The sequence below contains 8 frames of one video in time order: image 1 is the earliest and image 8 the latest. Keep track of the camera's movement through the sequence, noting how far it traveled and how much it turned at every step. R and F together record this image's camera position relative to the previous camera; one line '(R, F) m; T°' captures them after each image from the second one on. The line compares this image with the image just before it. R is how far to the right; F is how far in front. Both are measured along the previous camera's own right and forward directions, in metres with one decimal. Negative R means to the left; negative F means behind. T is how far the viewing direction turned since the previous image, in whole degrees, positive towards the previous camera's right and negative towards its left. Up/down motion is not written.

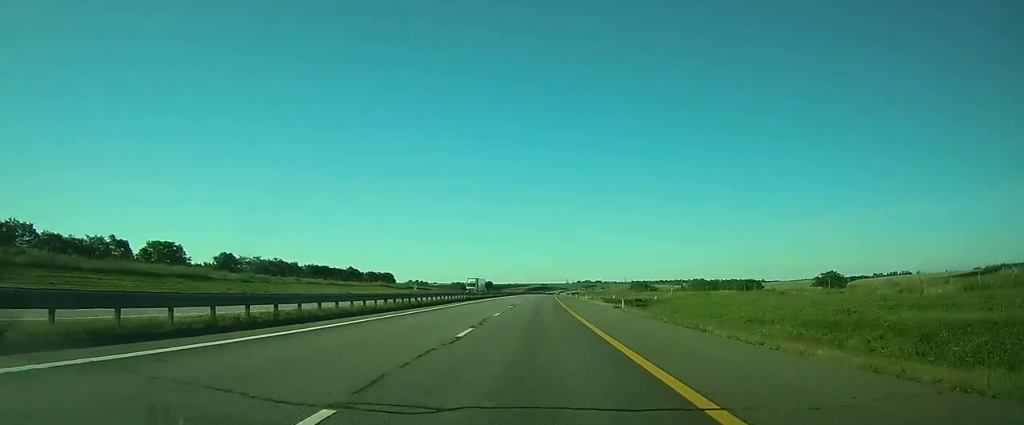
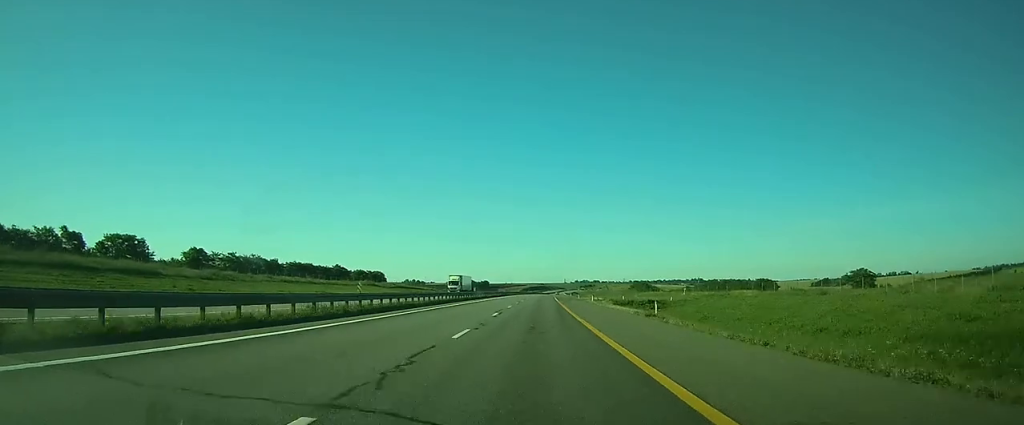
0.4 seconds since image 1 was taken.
(+0.1, +12.4) m; 0°
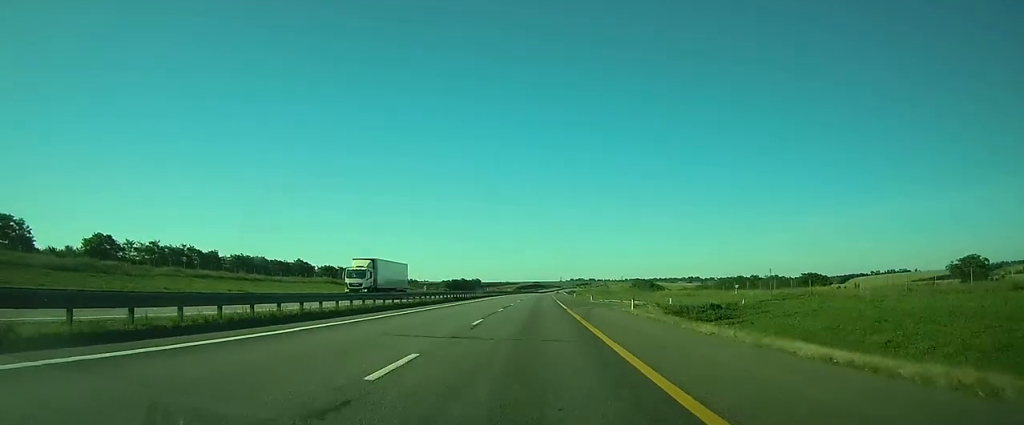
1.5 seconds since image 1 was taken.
(+0.2, +30.4) m; 0°
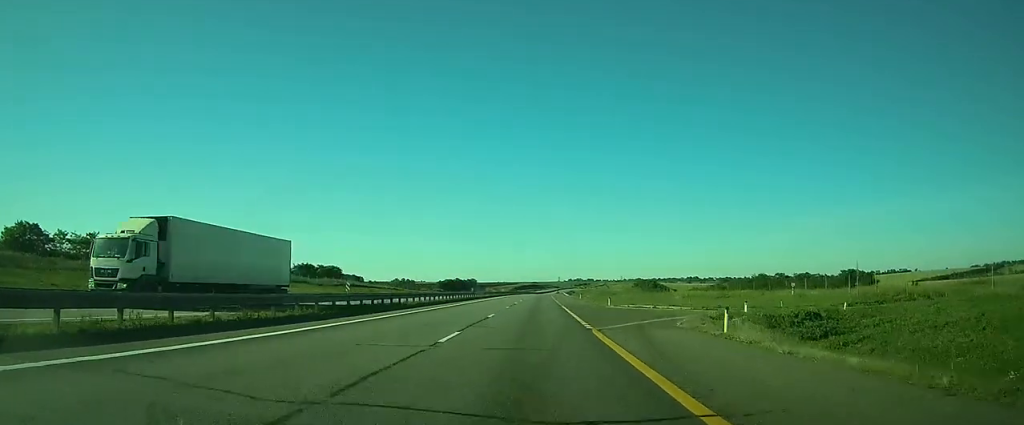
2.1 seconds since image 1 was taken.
(0.0, +18.0) m; 0°
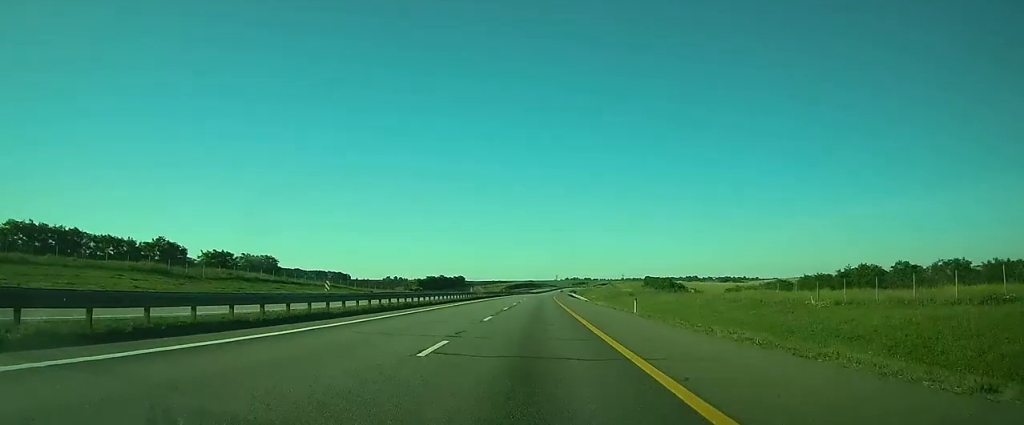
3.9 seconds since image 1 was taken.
(+0.2, +50.2) m; +1°
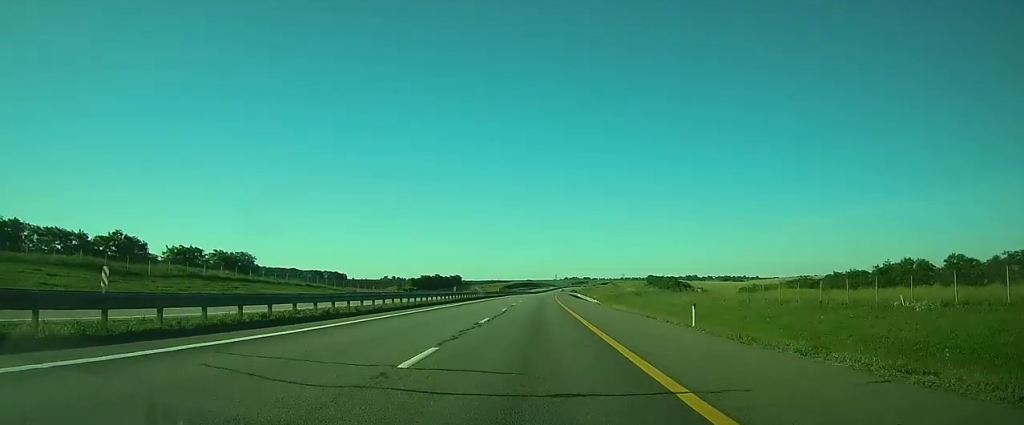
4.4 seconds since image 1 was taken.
(0.0, +13.3) m; 0°
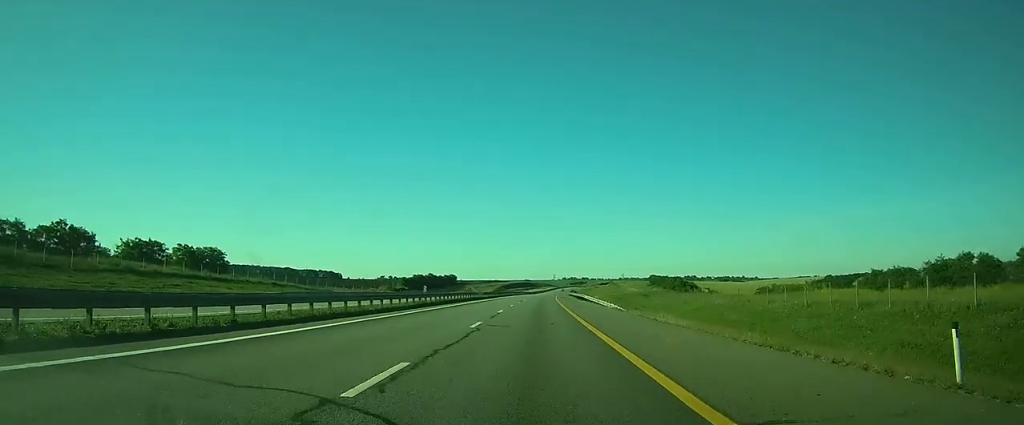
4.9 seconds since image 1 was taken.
(-0.1, +14.2) m; 0°
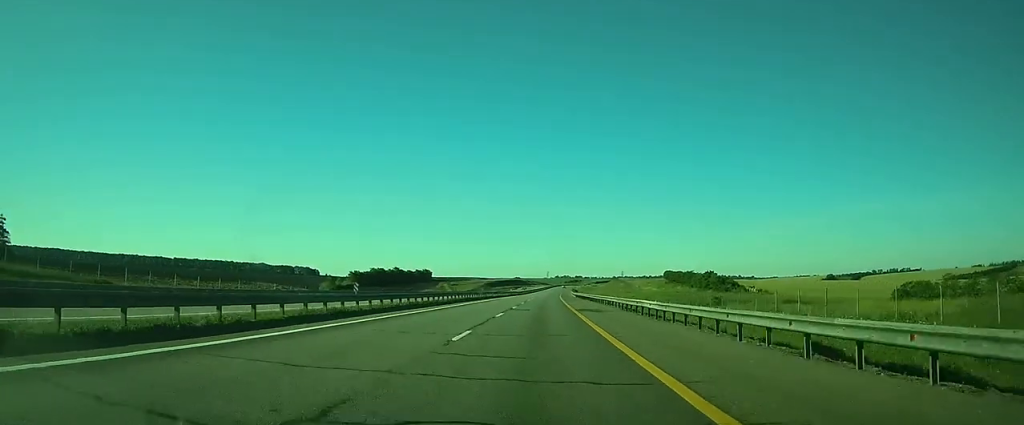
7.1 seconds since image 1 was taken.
(+0.8, +63.8) m; +1°
